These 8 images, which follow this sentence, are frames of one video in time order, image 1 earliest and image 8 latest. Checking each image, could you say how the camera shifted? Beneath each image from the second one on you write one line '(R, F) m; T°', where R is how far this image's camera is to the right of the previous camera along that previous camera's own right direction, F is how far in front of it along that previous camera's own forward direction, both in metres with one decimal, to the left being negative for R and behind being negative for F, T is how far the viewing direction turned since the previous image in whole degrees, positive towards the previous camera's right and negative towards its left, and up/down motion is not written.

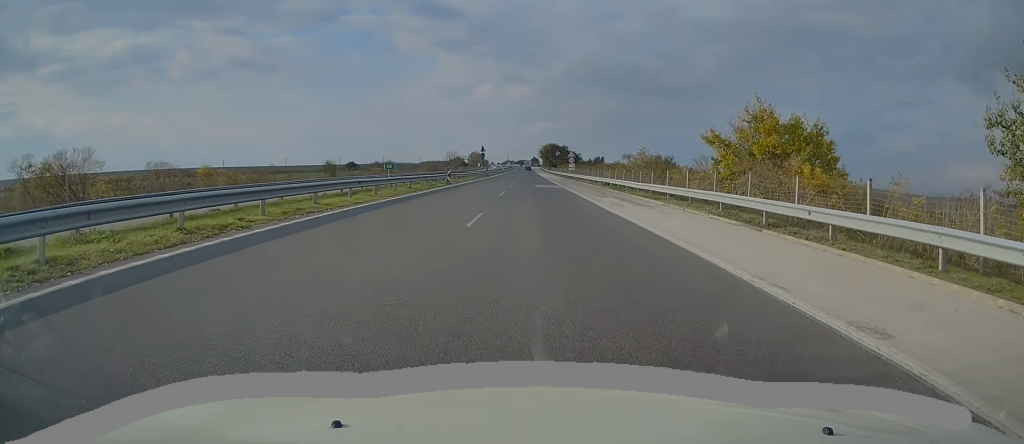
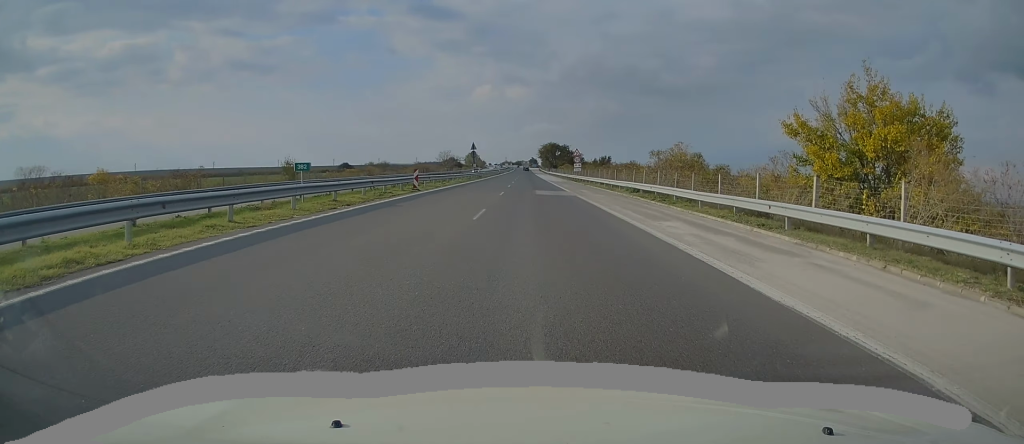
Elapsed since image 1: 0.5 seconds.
(0.0, +13.6) m; 0°
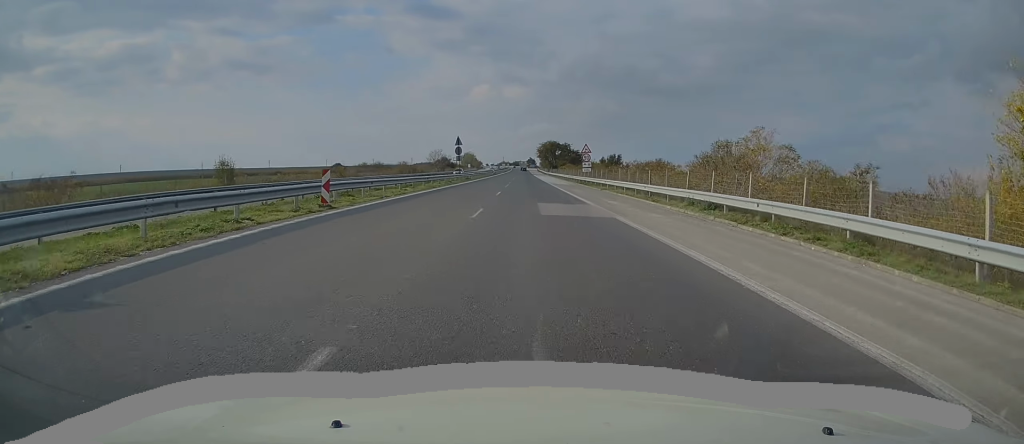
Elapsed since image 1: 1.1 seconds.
(0.0, +15.3) m; 0°
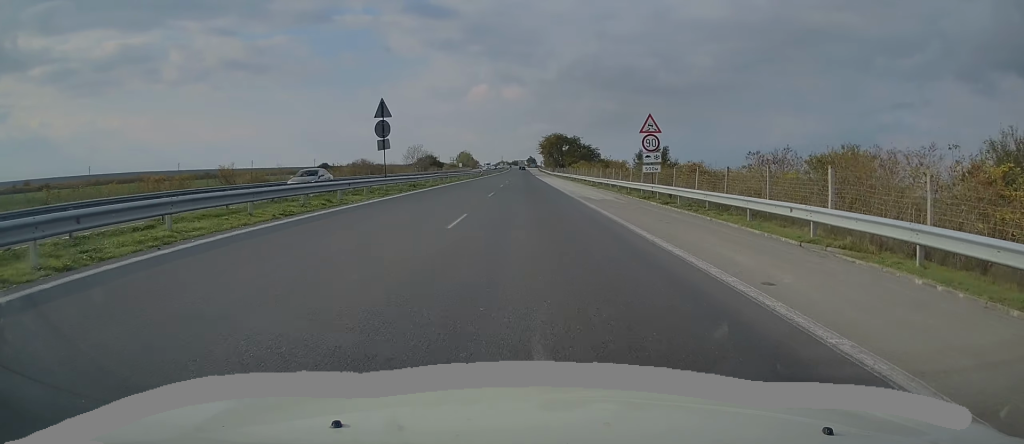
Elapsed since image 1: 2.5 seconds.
(+0.1, +34.8) m; 0°
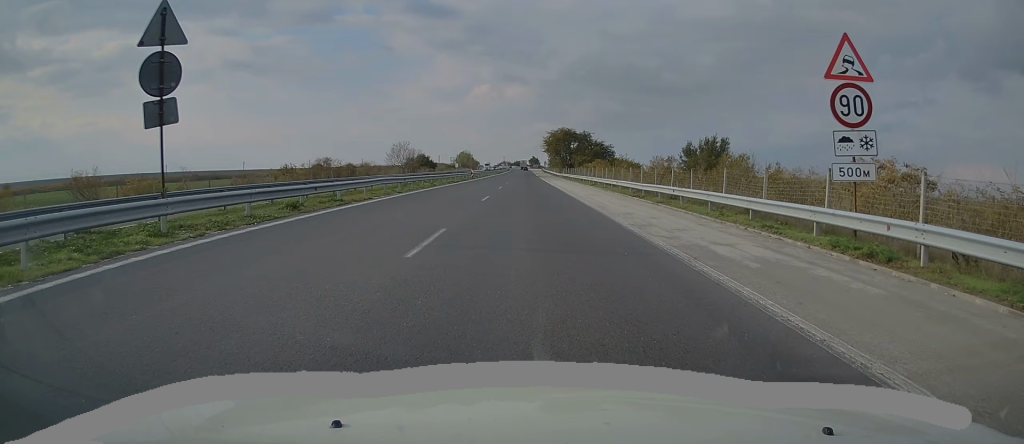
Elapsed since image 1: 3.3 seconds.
(0.0, +20.3) m; 0°
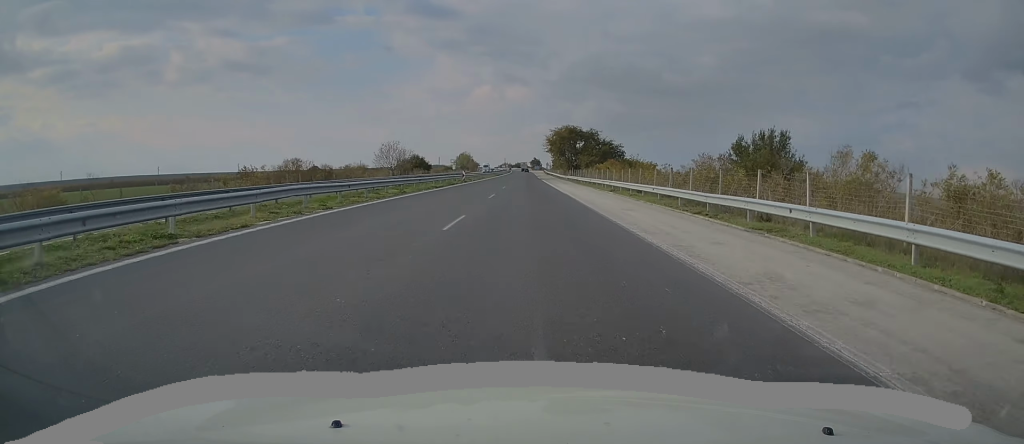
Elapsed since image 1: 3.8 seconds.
(-0.2, +11.7) m; 0°
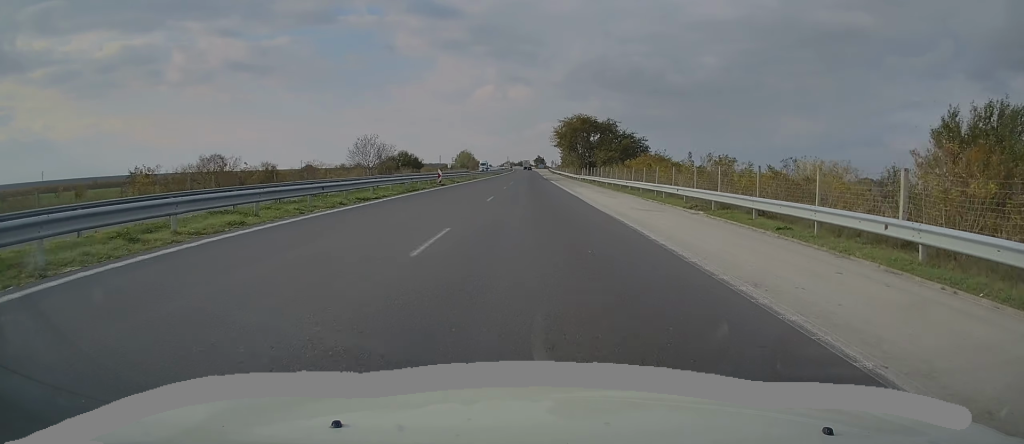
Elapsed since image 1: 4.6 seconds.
(+0.1, +19.9) m; 0°
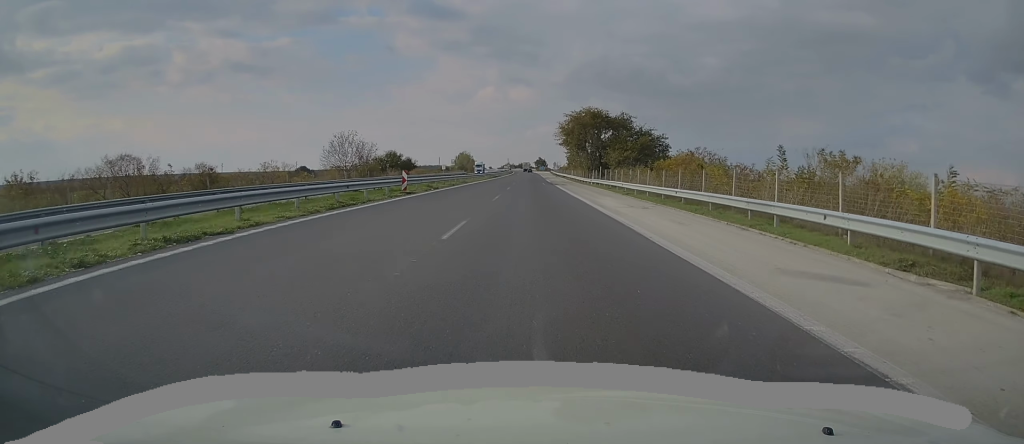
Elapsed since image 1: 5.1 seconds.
(+0.2, +13.2) m; 0°
